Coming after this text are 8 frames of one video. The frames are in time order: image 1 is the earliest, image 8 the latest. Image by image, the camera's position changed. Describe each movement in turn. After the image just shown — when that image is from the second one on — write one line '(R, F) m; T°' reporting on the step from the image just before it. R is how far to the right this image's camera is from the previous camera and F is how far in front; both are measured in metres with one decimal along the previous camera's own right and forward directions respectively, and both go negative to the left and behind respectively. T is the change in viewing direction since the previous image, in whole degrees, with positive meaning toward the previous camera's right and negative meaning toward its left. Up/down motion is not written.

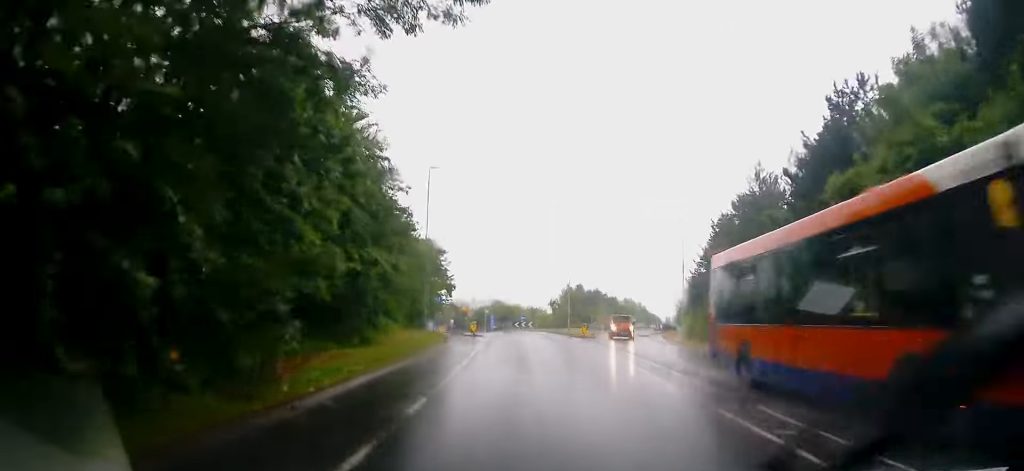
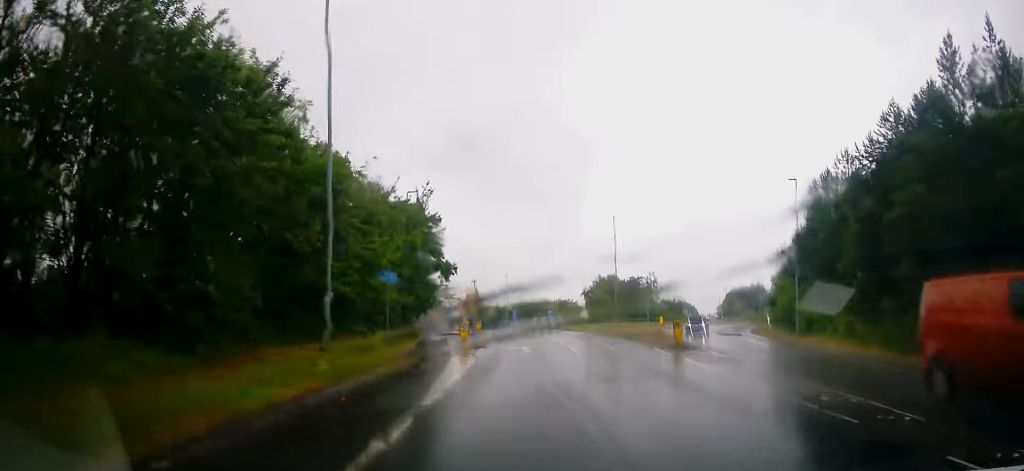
(-0.8, +21.5) m; -2°
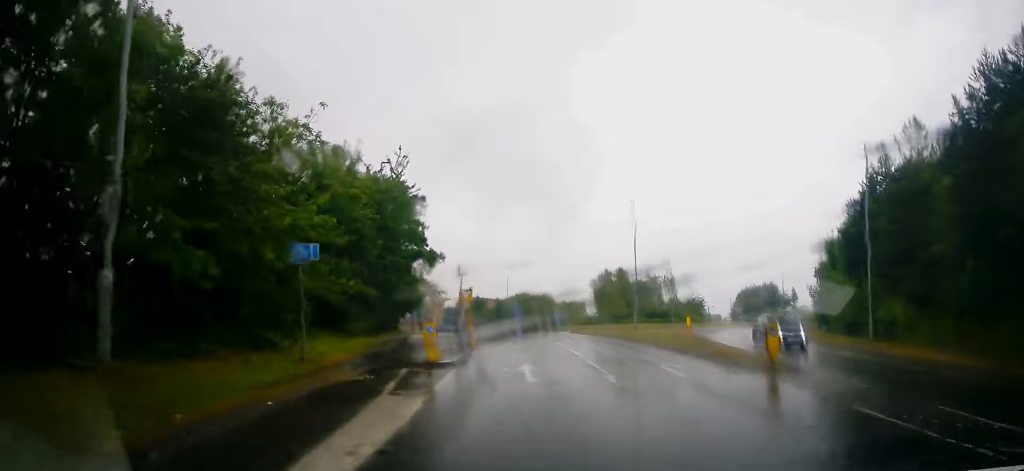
(+0.2, +8.9) m; +1°
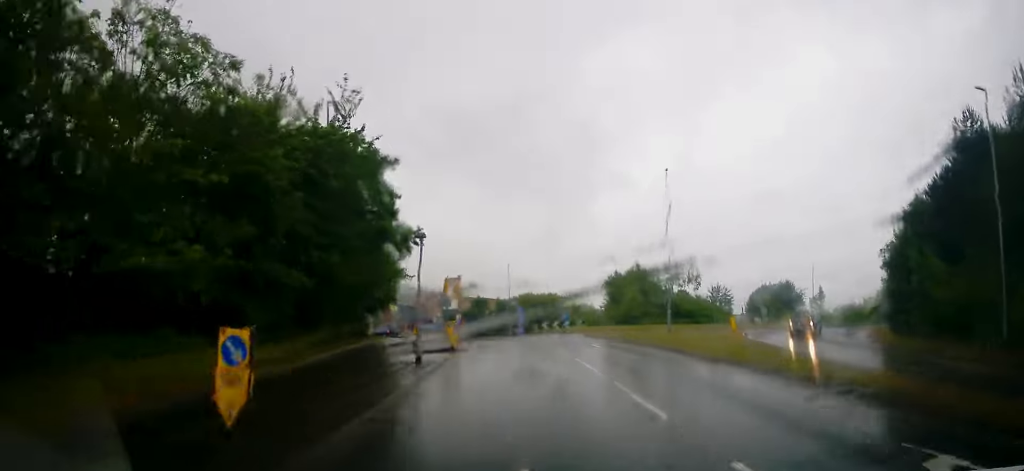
(0.0, +10.4) m; -2°
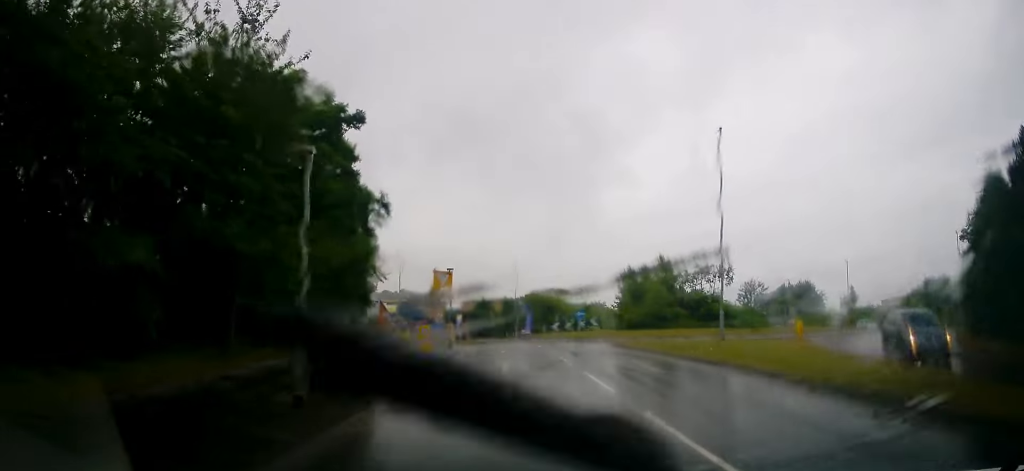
(-0.3, +8.7) m; -3°
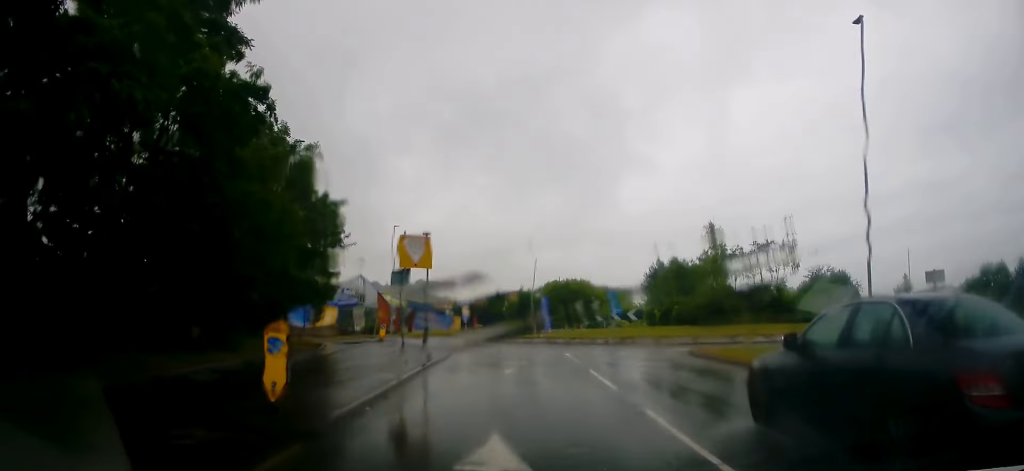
(+0.2, +11.9) m; -1°
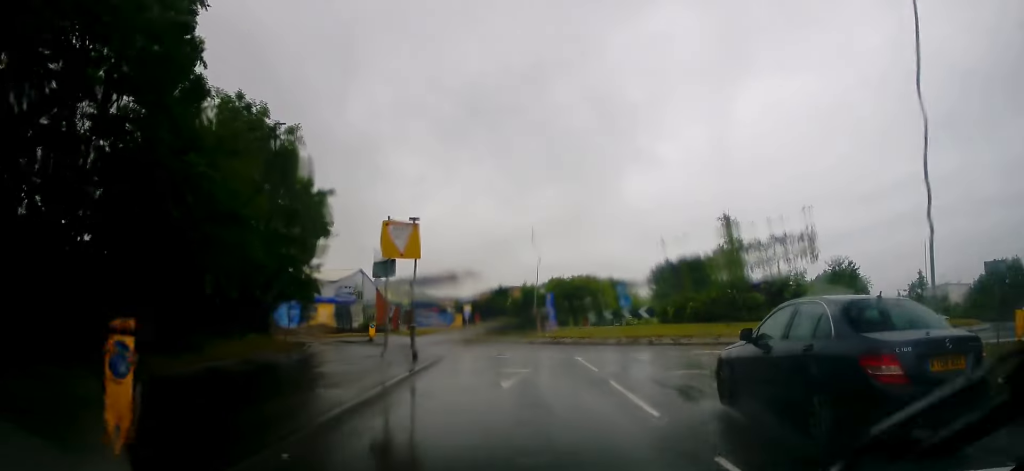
(-0.2, +2.8) m; -1°
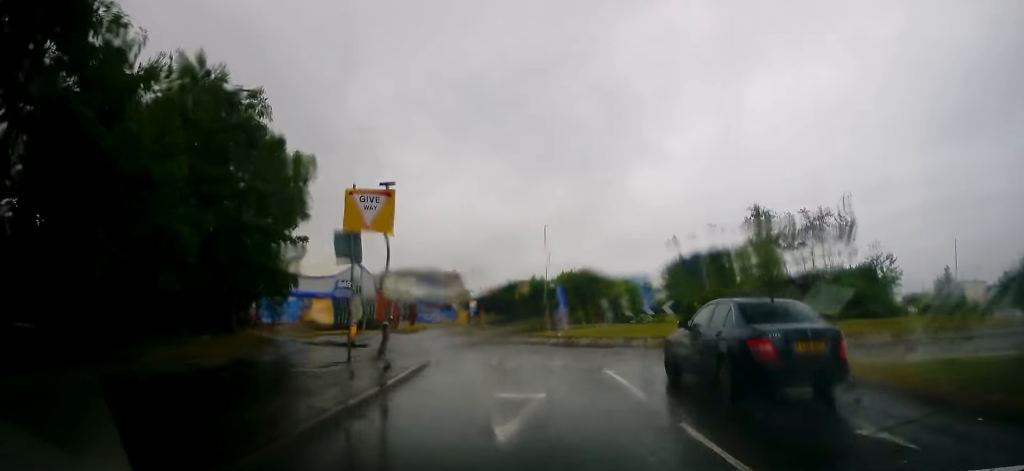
(-0.2, +5.0) m; -1°
